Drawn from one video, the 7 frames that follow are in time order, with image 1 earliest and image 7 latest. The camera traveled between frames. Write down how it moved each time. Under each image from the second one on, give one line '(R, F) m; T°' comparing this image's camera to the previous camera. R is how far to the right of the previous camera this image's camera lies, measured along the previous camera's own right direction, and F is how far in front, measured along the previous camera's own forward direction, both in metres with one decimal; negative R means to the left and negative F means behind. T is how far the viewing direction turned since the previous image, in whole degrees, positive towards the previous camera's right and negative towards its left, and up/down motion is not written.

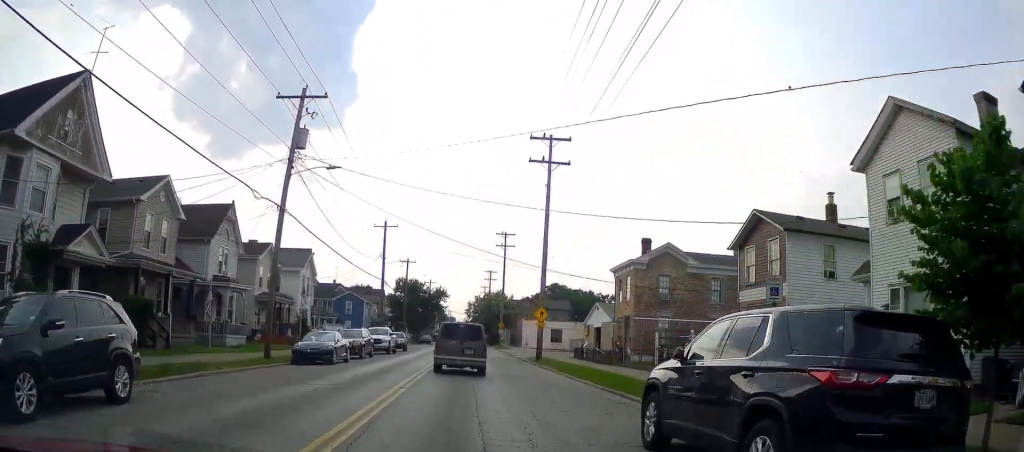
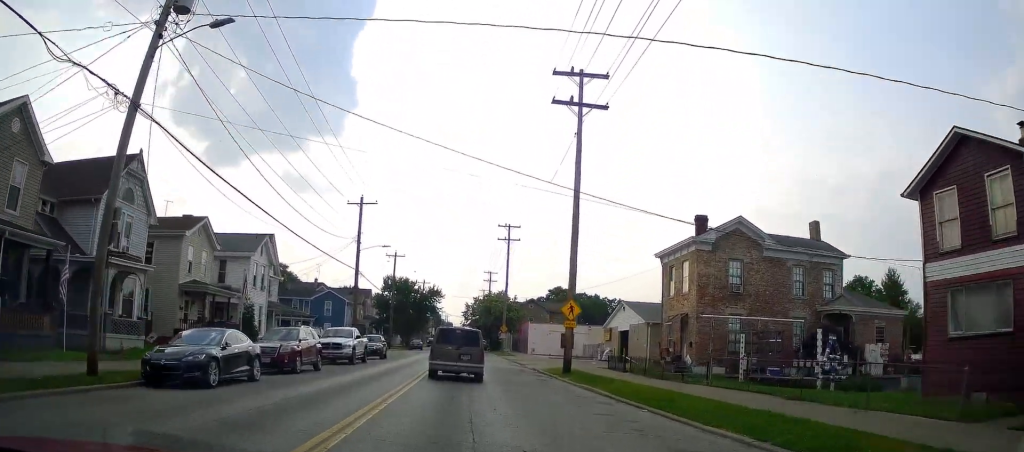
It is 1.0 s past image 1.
(+0.3, +12.9) m; -2°
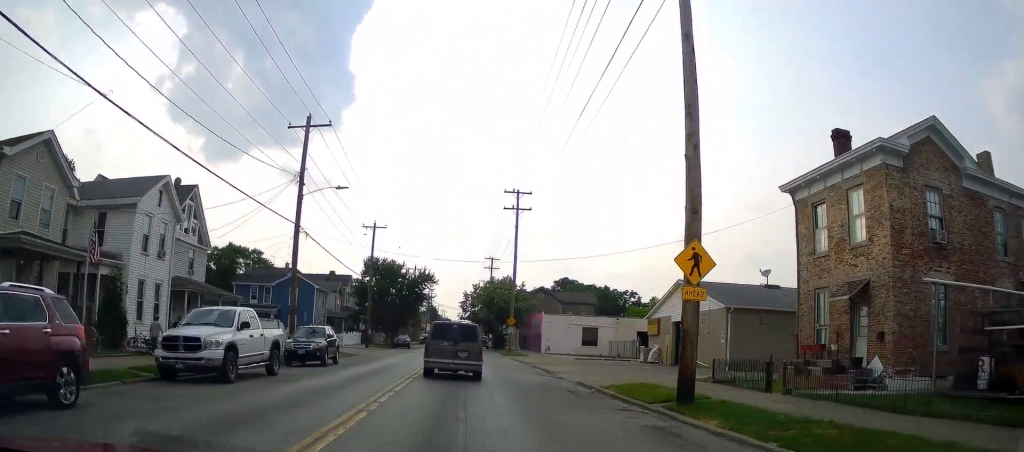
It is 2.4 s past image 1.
(-0.4, +16.4) m; +2°
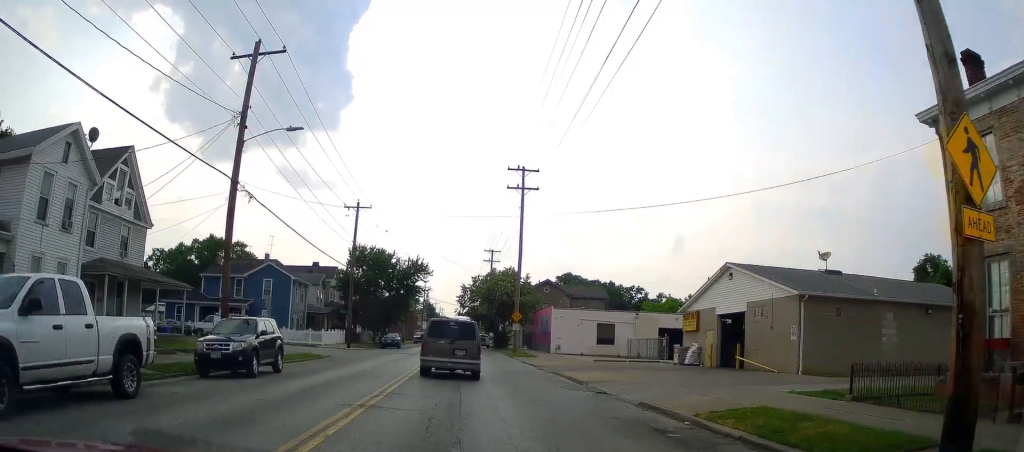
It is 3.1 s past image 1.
(+0.5, +8.6) m; +1°
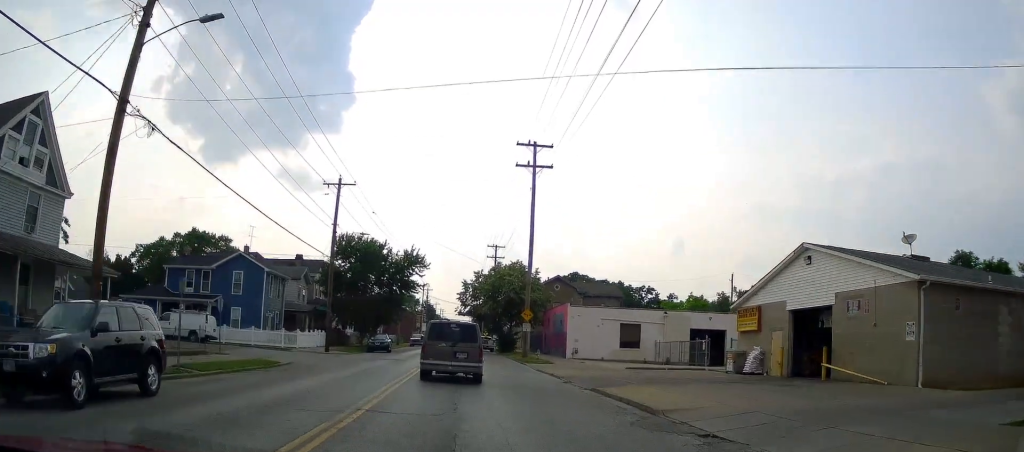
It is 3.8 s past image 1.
(-0.3, +8.5) m; -2°
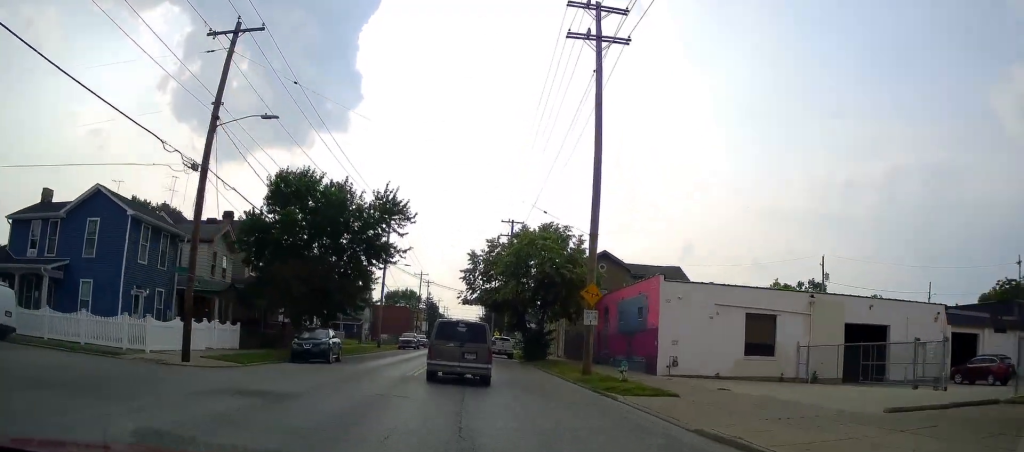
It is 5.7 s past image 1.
(-0.2, +22.8) m; -1°
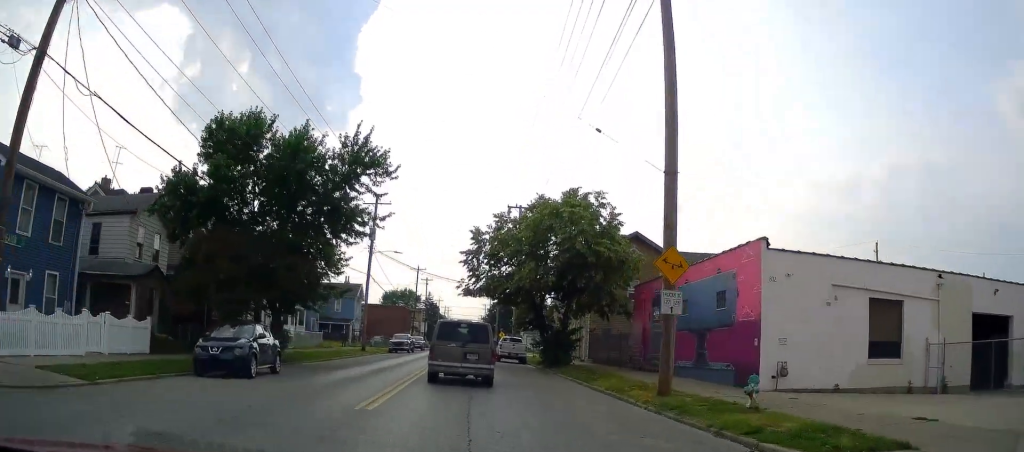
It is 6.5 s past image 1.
(0.0, +10.0) m; 0°
